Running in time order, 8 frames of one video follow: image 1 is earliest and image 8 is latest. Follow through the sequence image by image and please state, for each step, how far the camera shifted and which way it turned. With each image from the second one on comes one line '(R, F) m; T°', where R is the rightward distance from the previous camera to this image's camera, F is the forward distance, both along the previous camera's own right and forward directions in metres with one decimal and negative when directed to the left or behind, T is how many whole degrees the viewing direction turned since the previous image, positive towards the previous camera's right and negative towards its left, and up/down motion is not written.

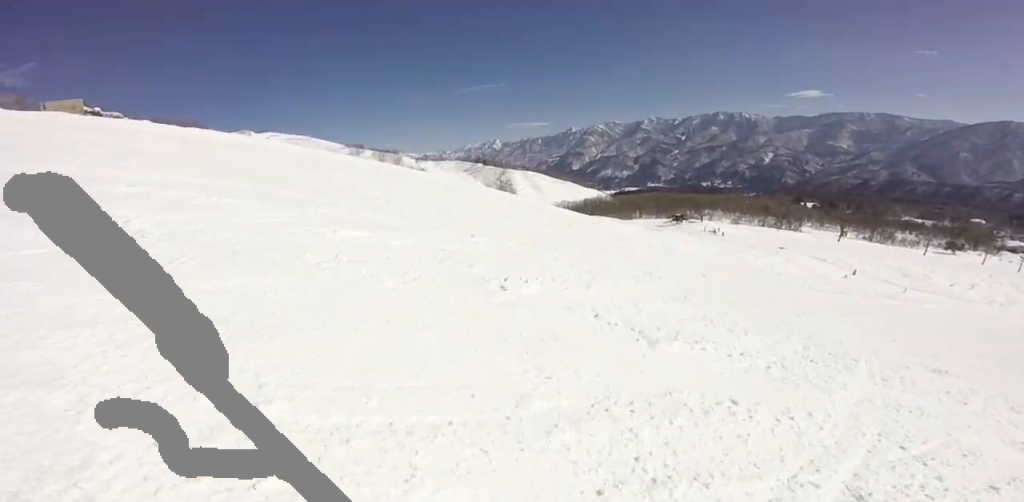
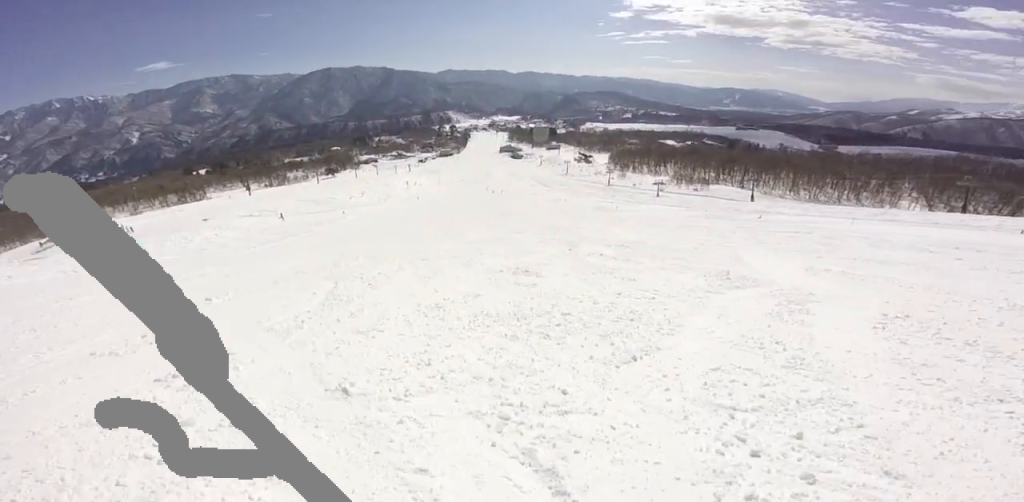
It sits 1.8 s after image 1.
(+2.7, +6.7) m; +52°
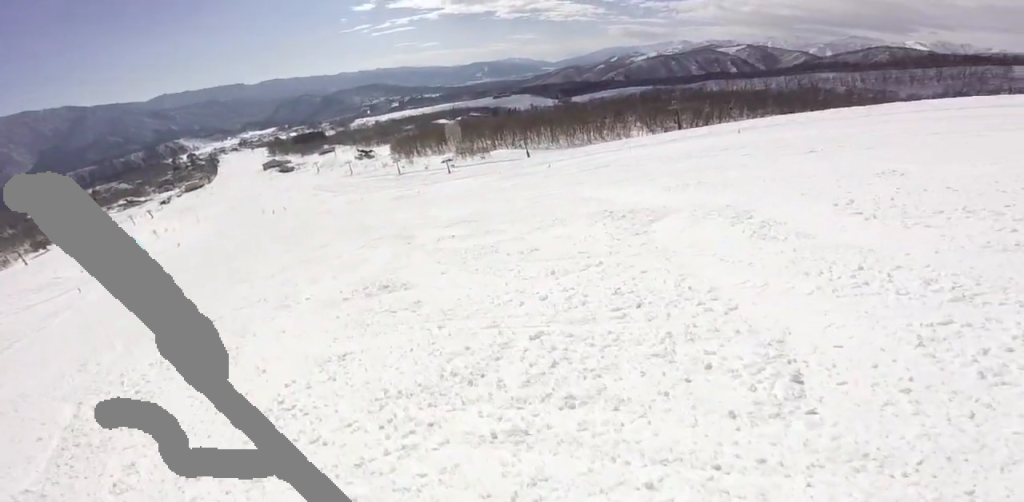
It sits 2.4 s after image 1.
(+0.6, +2.7) m; +18°
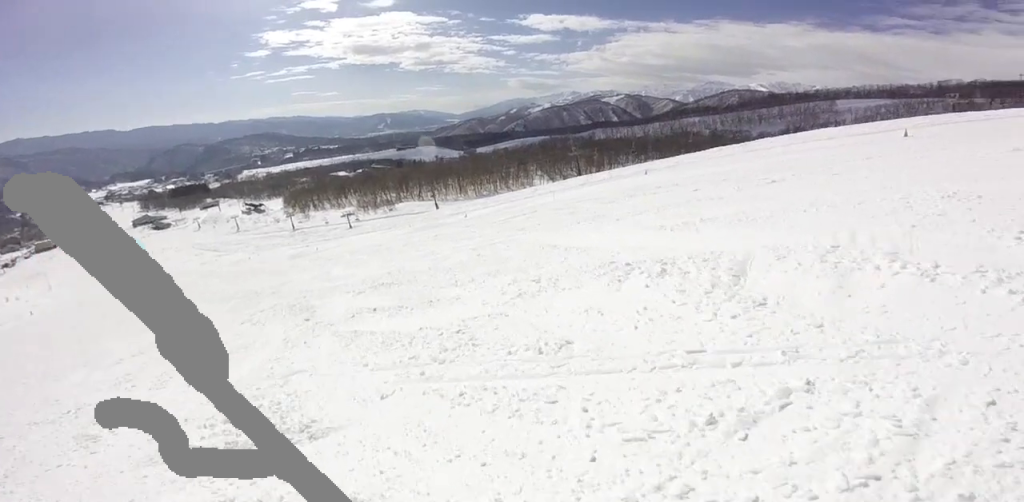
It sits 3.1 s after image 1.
(-0.1, +2.9) m; +17°
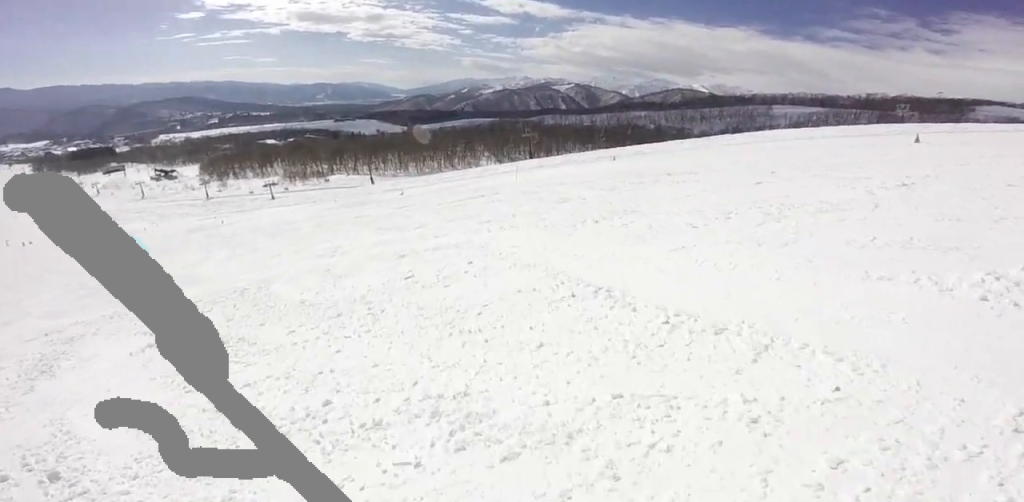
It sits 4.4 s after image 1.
(+1.9, +4.6) m; +34°
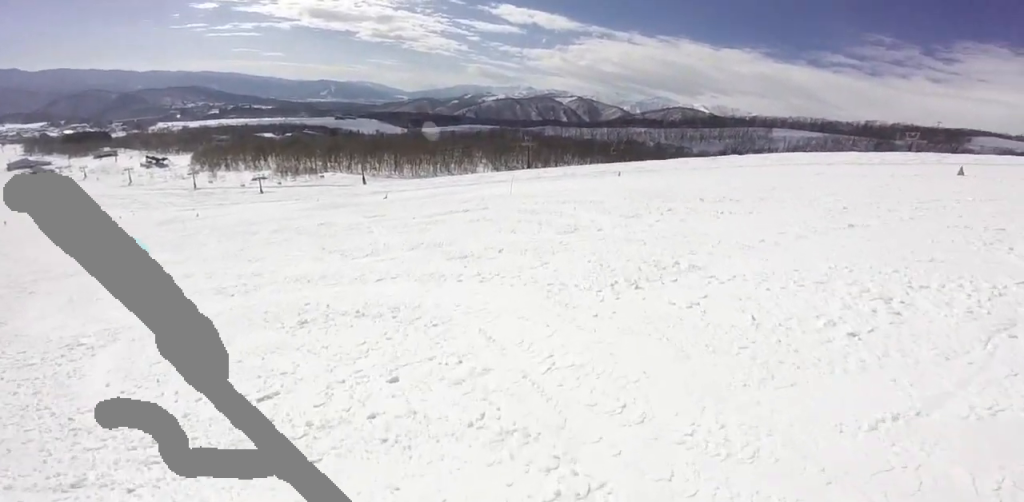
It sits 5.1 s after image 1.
(+0.5, +3.2) m; +1°
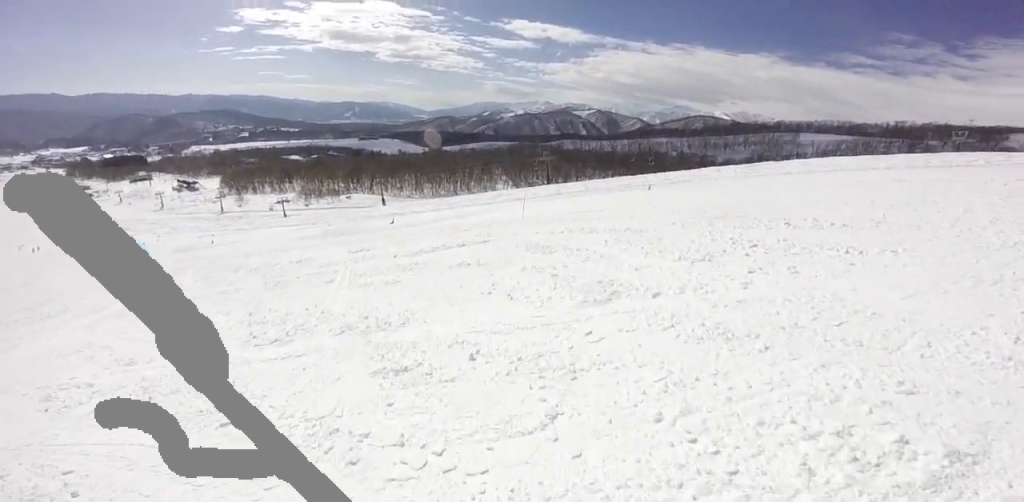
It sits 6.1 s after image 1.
(-0.4, +3.8) m; +5°
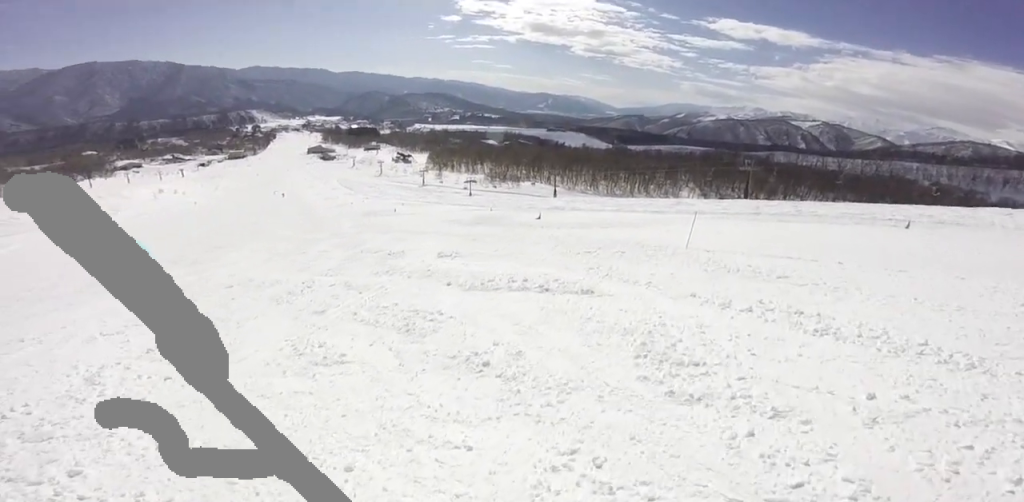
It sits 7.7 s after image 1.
(+0.3, +6.0) m; -21°
